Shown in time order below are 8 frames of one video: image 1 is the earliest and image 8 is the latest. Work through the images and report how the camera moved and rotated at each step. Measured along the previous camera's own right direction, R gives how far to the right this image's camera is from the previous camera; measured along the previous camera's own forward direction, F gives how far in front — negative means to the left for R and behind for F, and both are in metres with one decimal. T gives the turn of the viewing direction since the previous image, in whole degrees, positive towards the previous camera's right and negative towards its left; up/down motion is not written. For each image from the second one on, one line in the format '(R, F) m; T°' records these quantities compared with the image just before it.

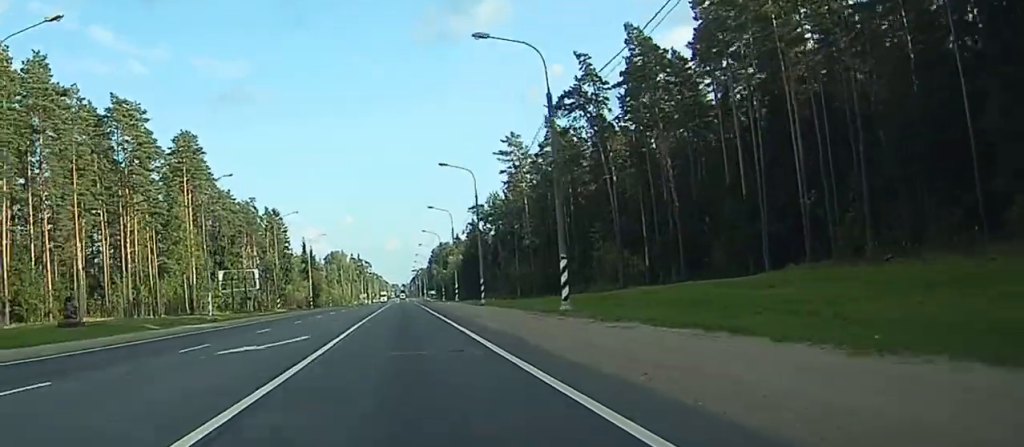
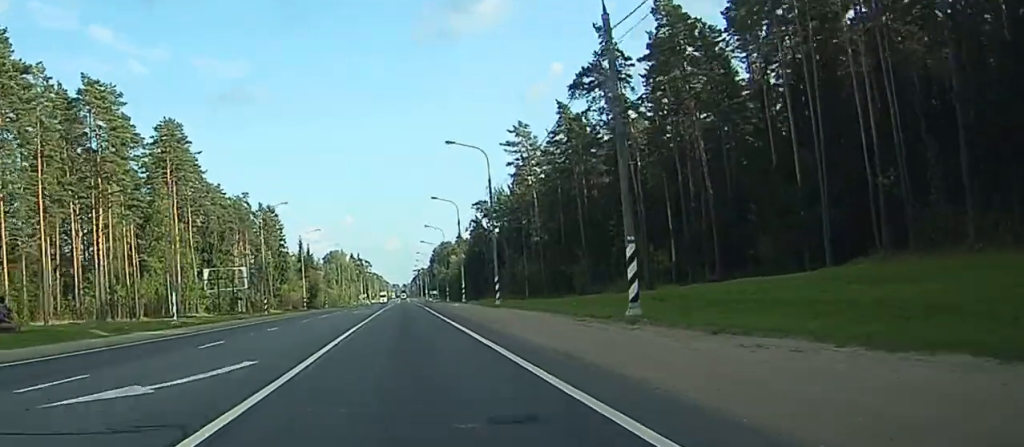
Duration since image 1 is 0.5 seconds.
(0.0, +10.2) m; 0°
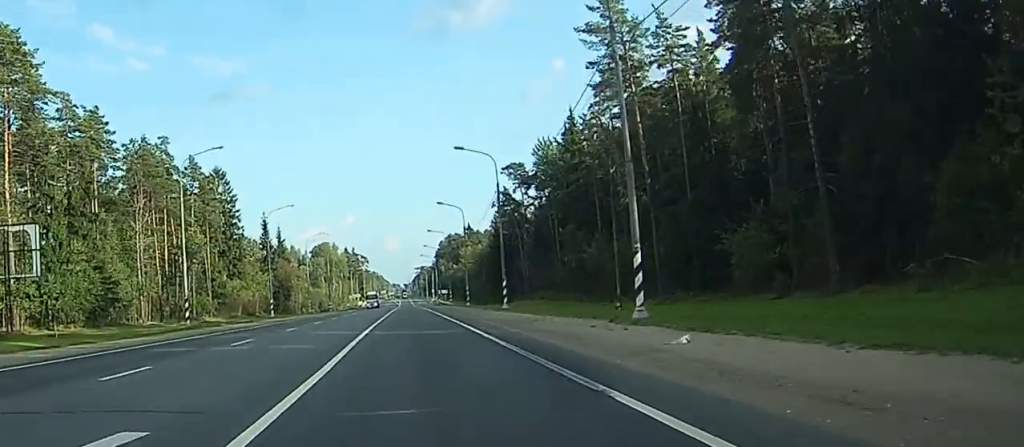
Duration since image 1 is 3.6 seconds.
(0.0, +68.6) m; +1°
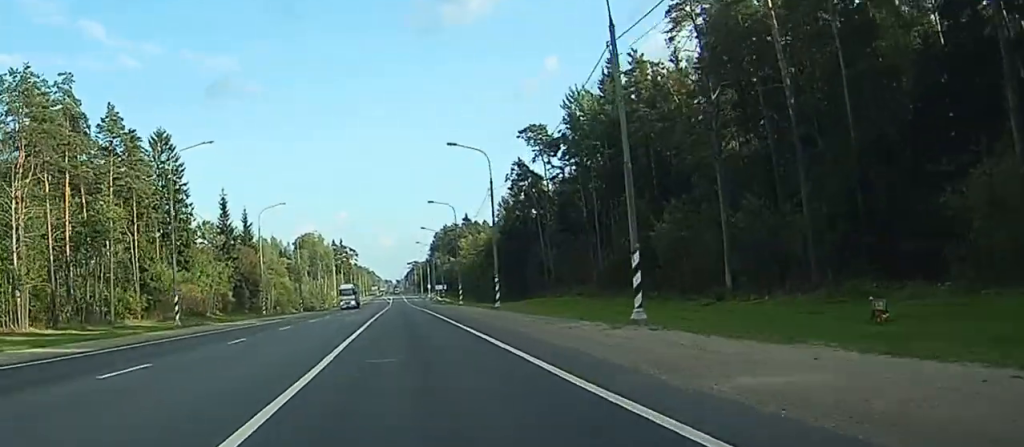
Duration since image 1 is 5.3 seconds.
(+0.1, +35.2) m; 0°
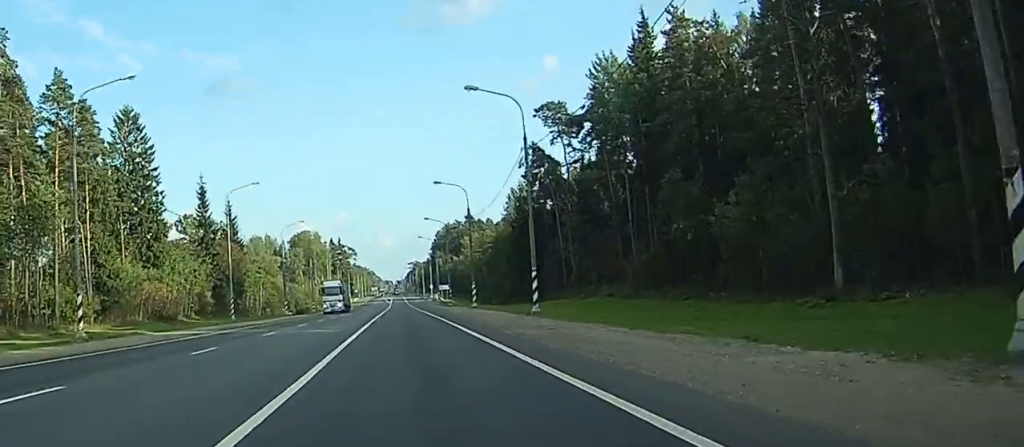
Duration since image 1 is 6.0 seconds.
(0.0, +16.6) m; 0°
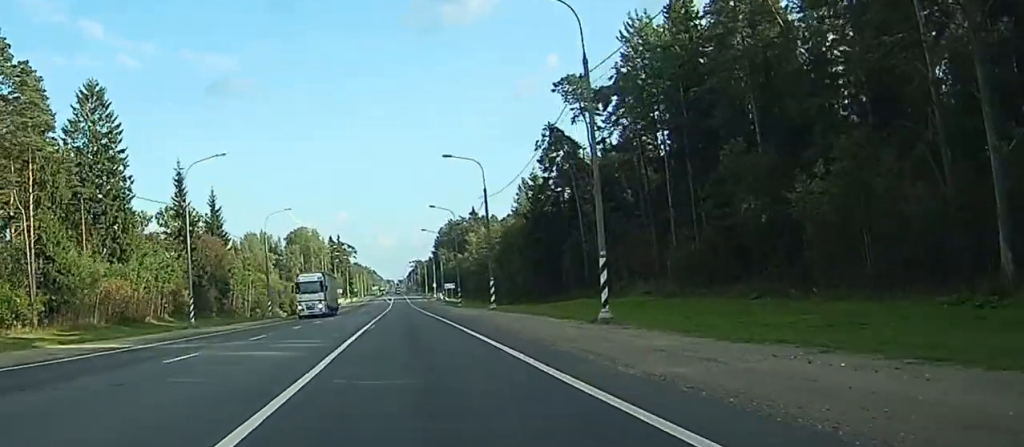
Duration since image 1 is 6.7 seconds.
(0.0, +14.4) m; 0°
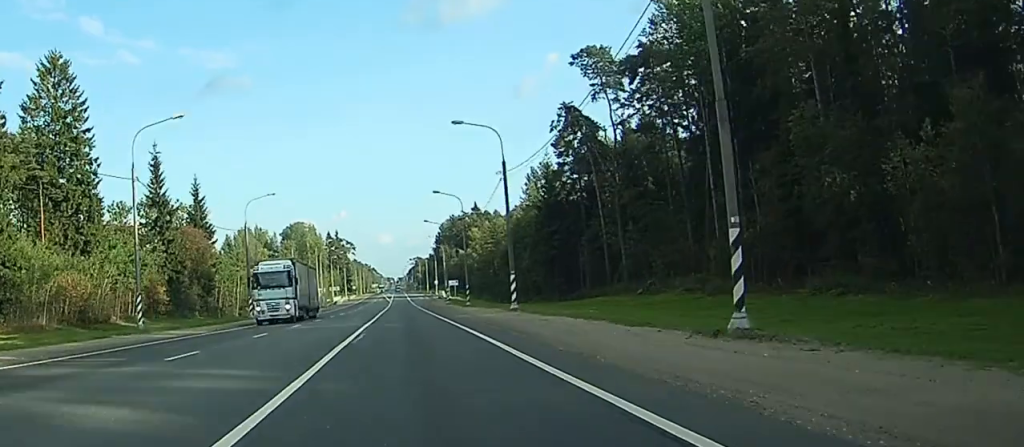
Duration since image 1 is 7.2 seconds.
(+0.1, +11.6) m; 0°
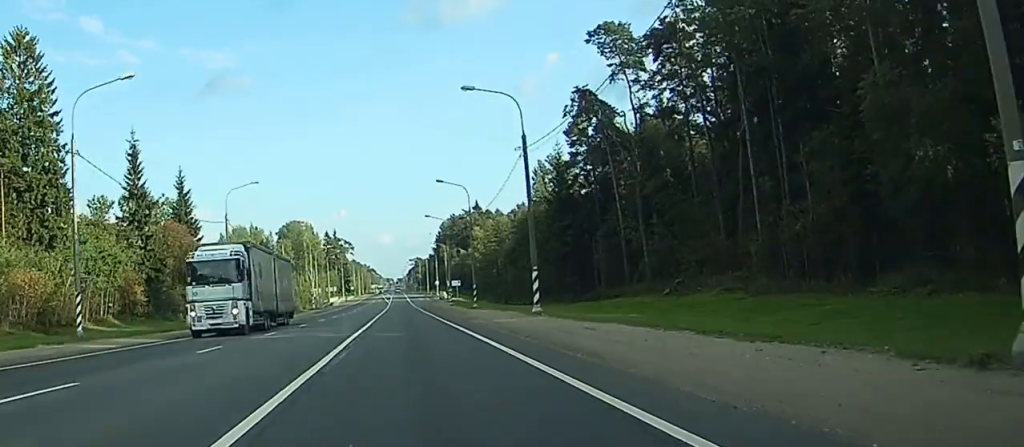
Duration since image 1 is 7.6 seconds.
(0.0, +8.7) m; 0°
